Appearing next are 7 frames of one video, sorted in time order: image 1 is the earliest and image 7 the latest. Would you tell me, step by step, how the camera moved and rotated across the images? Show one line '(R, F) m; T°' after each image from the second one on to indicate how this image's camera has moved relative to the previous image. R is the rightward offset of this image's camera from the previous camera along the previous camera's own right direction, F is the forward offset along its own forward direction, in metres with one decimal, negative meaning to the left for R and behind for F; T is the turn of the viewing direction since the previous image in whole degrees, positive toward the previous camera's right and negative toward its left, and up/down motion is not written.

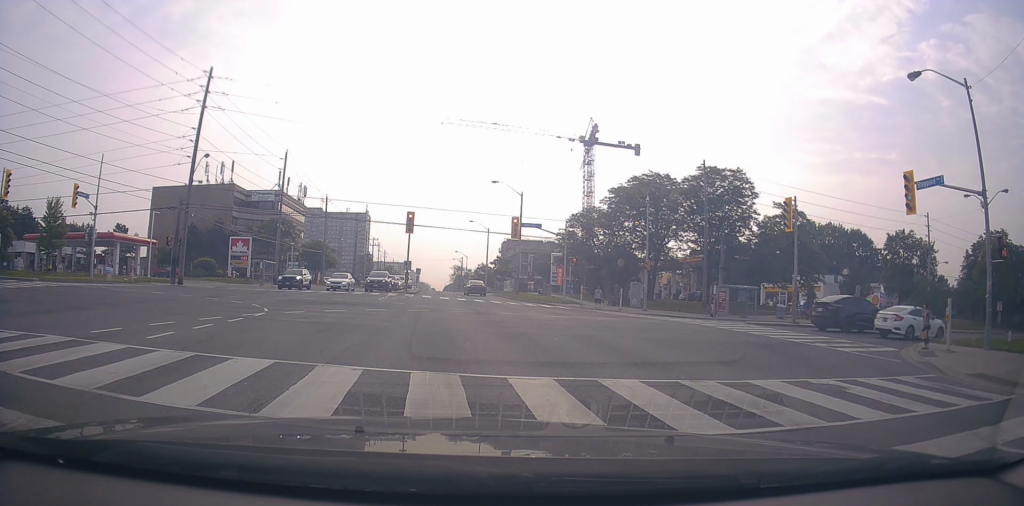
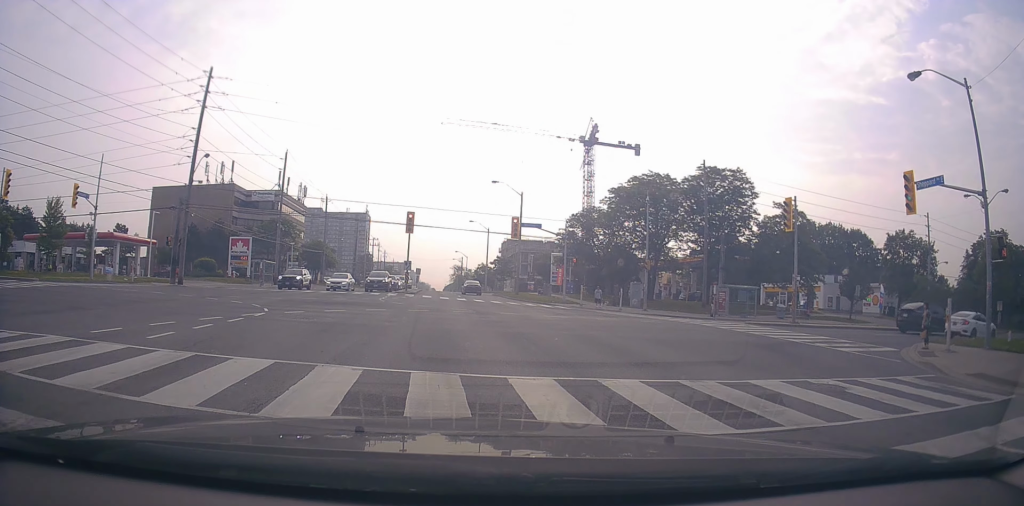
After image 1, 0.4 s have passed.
(0.0, 0.0) m; 0°
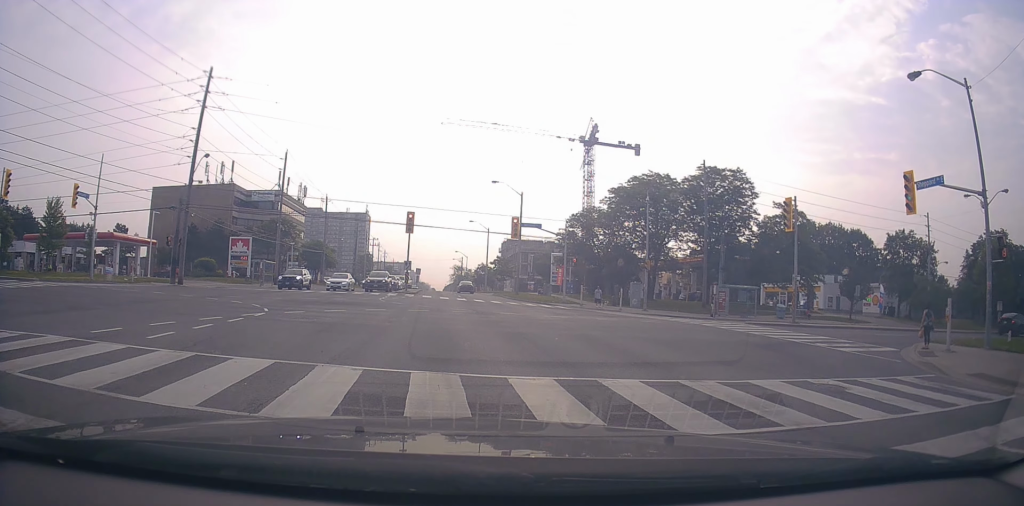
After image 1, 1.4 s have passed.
(0.0, 0.0) m; 0°
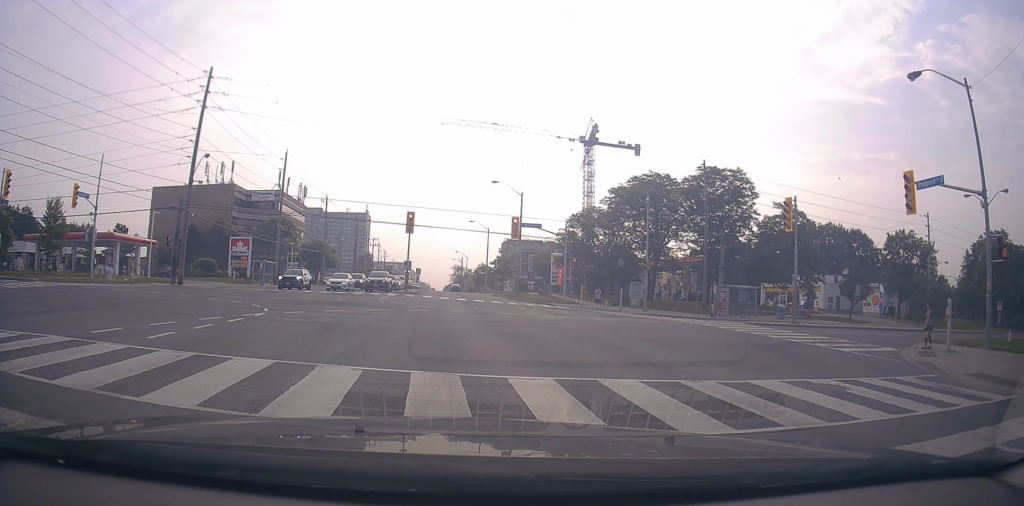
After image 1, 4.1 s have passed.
(0.0, 0.0) m; 0°
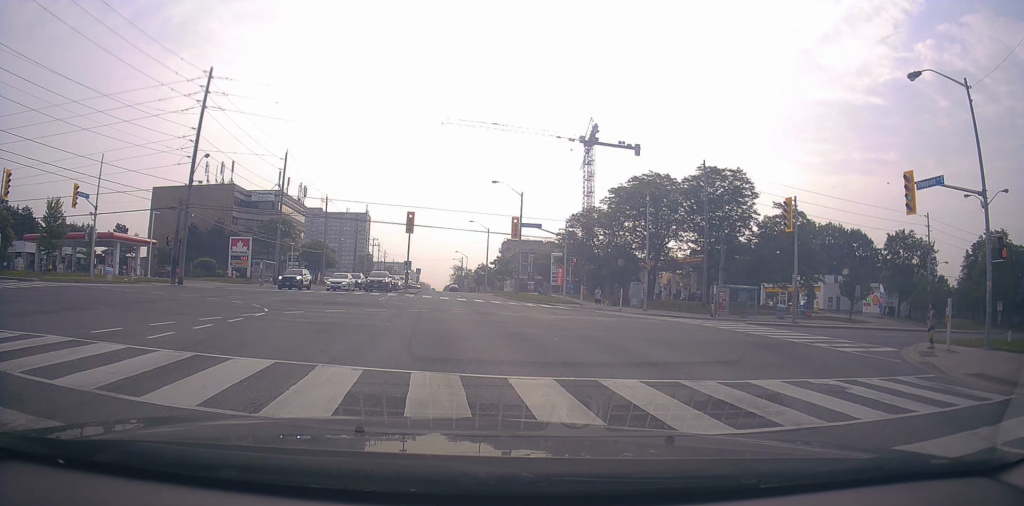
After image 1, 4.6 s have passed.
(0.0, 0.0) m; 0°
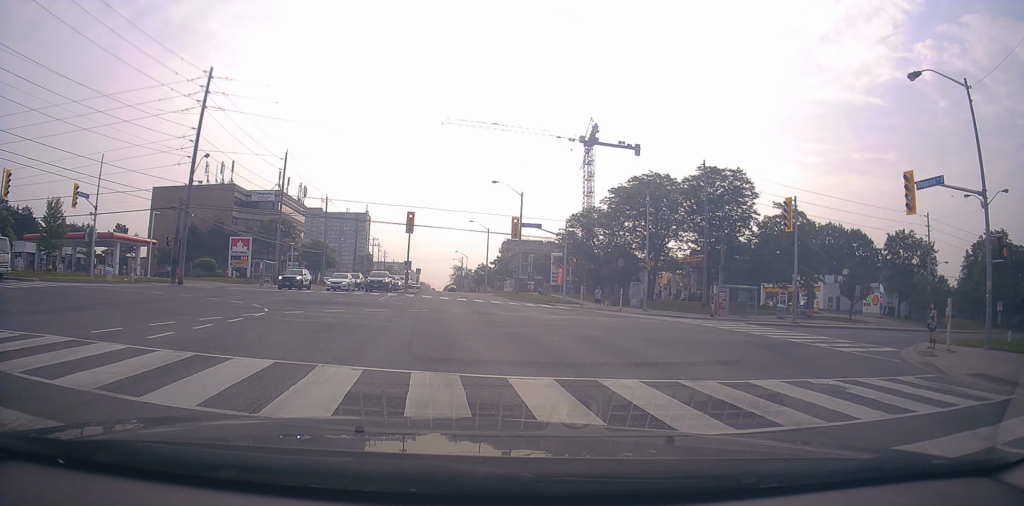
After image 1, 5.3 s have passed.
(0.0, 0.0) m; 0°
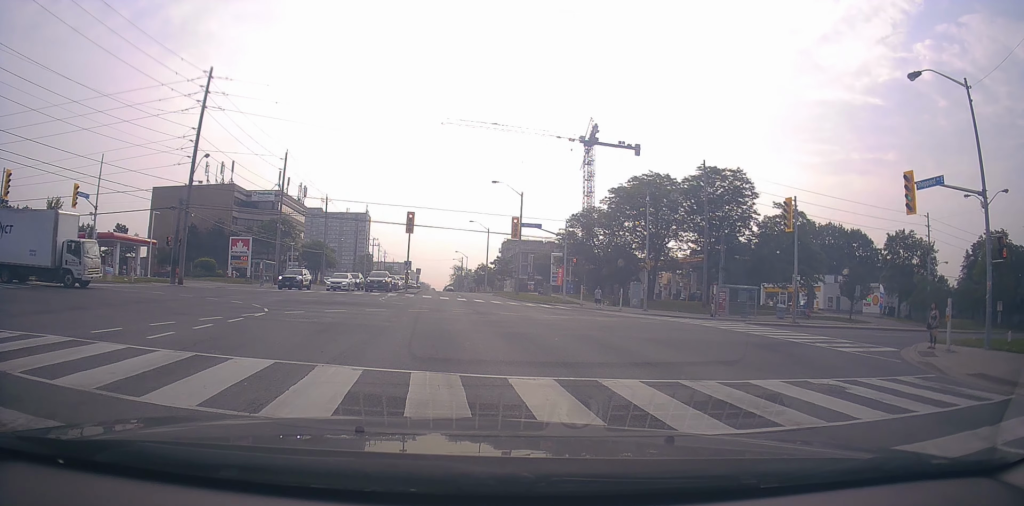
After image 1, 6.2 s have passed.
(0.0, 0.0) m; 0°
